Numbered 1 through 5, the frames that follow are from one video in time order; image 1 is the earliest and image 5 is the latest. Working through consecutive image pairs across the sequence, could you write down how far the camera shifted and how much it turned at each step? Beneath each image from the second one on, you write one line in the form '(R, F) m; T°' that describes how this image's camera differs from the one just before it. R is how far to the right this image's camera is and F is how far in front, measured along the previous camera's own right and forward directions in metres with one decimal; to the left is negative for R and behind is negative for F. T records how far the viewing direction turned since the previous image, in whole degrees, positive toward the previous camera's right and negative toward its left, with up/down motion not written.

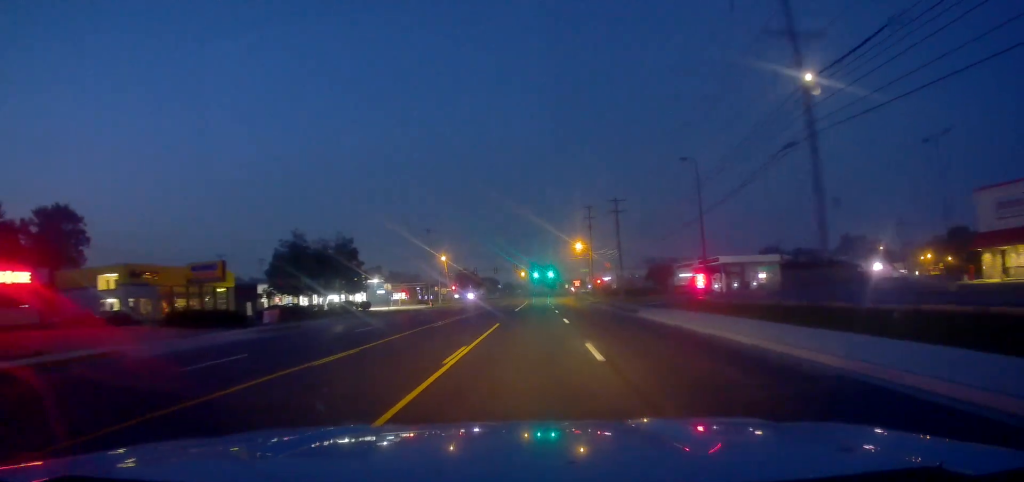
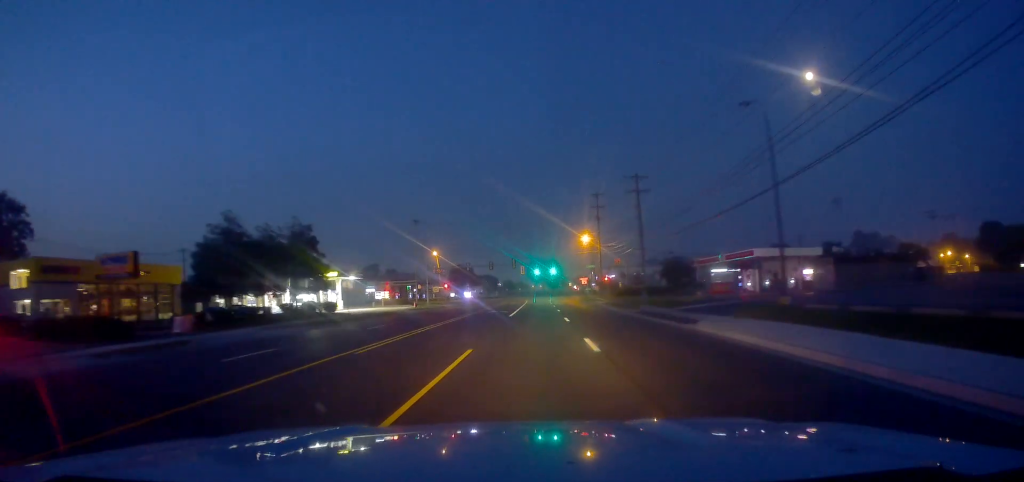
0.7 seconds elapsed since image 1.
(+0.4, +13.2) m; 0°
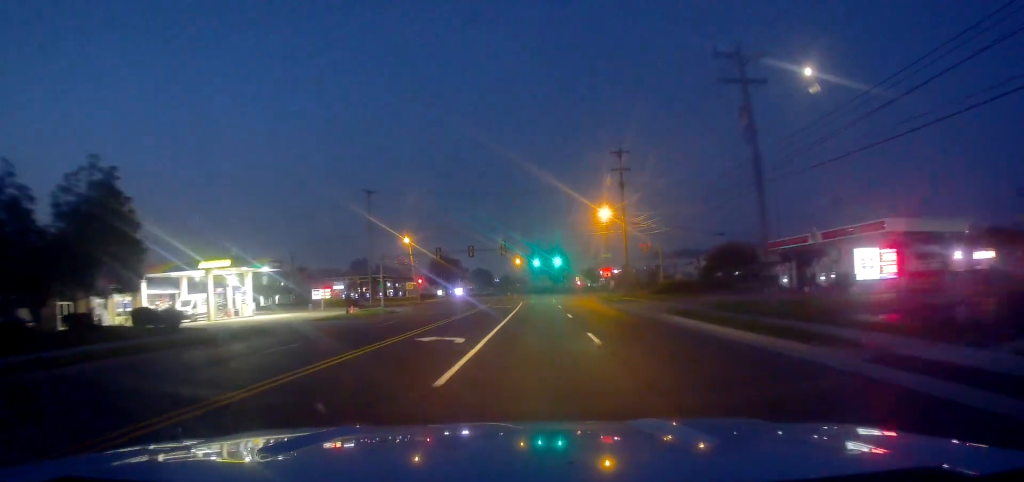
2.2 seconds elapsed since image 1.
(-0.4, +28.6) m; 0°
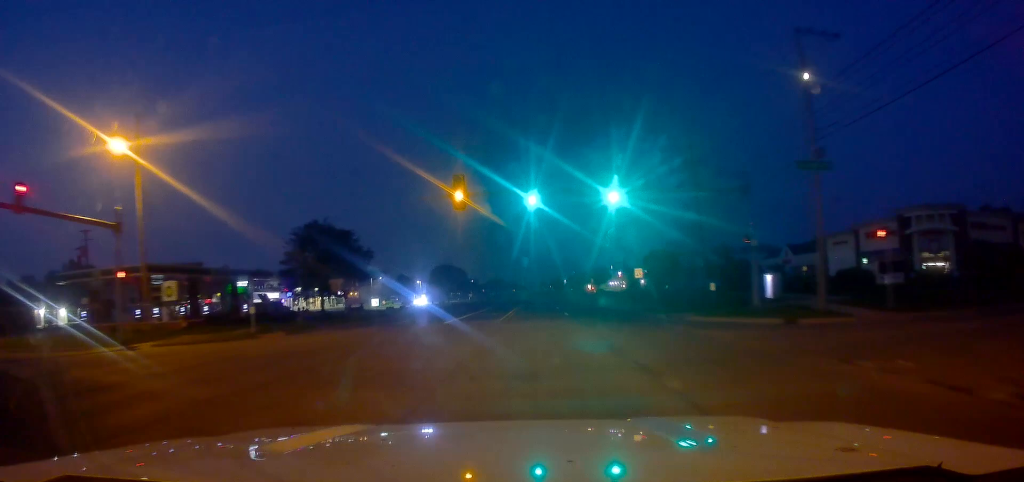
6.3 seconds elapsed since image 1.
(+0.4, +76.3) m; 0°
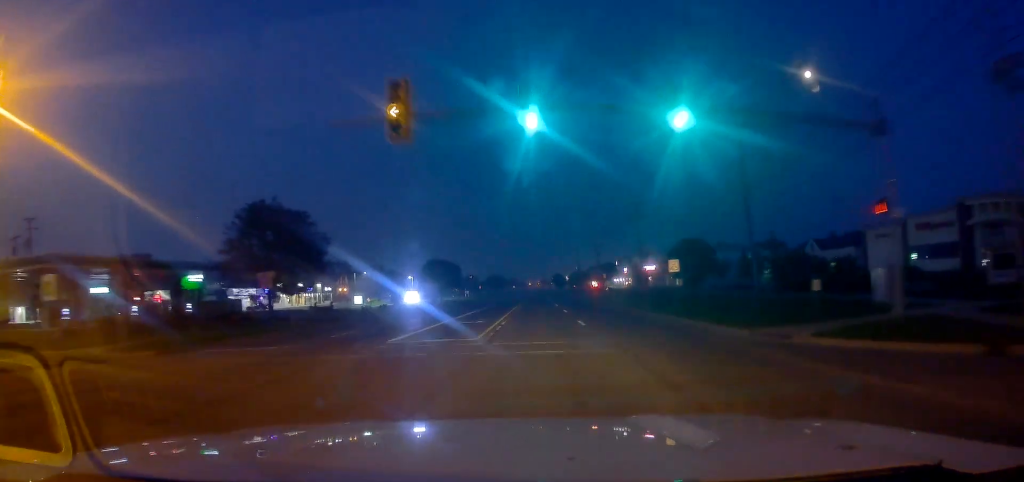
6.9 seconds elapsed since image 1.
(-0.5, +12.2) m; 0°
